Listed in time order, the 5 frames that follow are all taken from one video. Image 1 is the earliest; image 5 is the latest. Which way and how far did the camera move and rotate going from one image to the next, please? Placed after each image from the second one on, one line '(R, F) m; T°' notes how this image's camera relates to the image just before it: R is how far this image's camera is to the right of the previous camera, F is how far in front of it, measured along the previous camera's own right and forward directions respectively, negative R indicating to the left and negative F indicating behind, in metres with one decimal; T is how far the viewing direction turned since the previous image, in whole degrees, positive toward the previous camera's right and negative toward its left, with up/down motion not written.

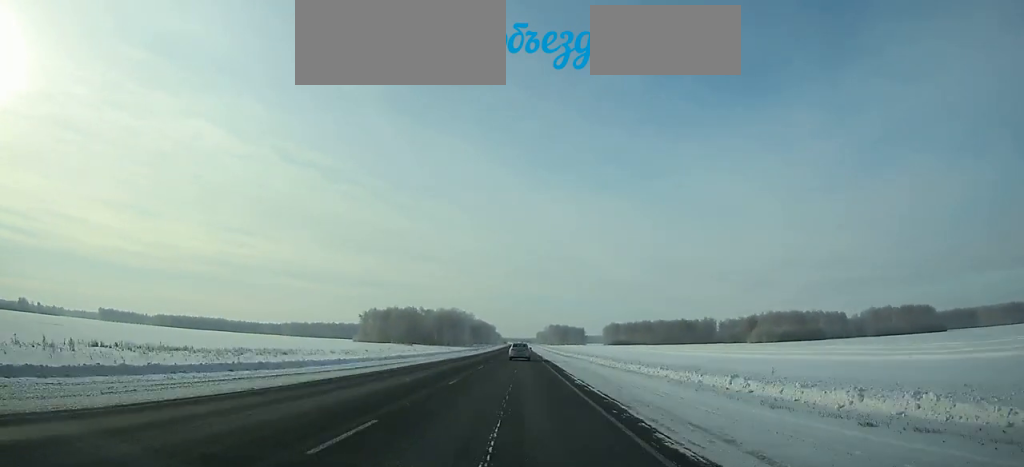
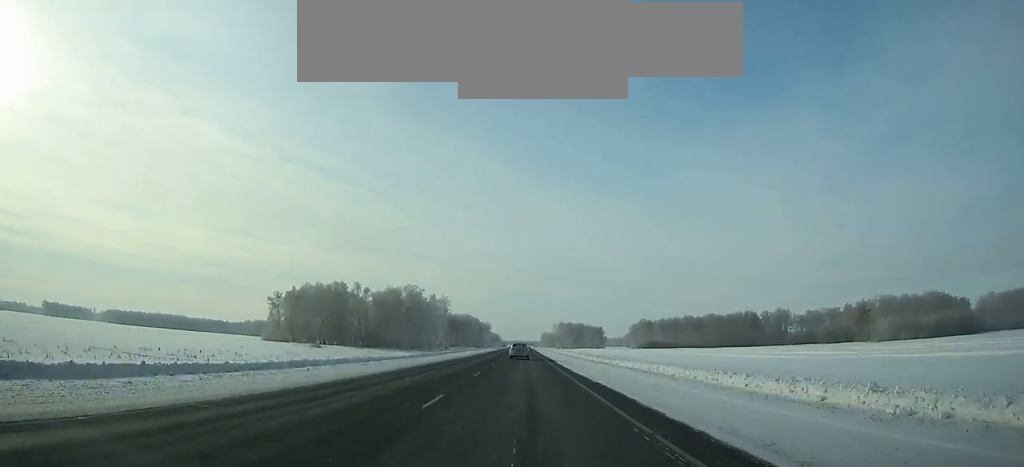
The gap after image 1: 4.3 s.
(-0.2, +127.8) m; 0°
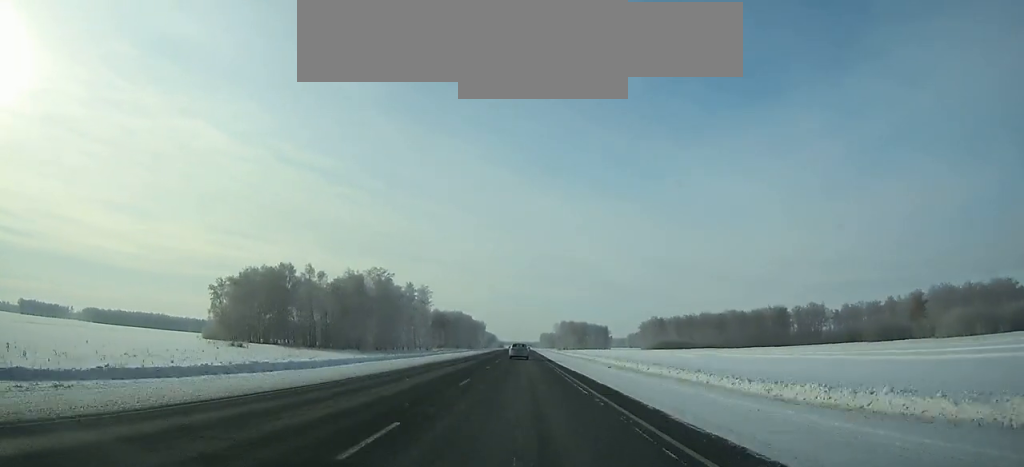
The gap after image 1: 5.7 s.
(+0.1, +43.1) m; 0°
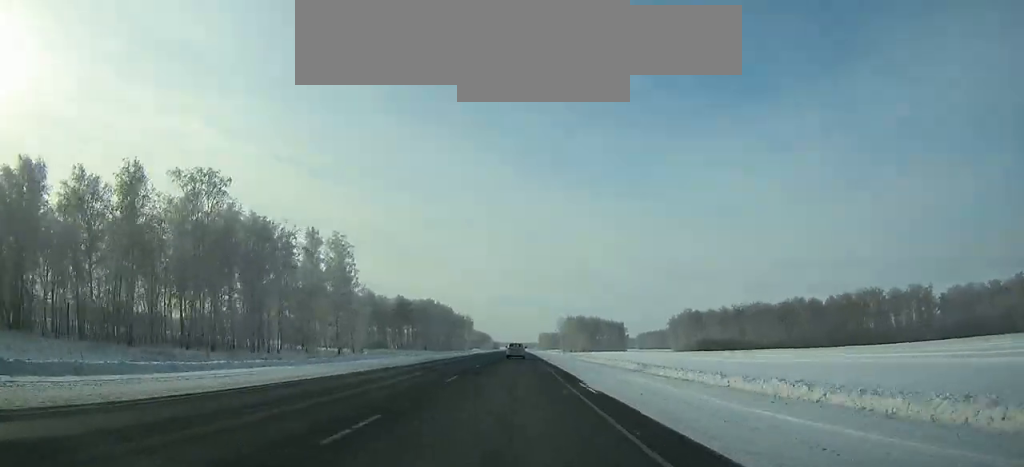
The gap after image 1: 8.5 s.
(-0.3, +87.6) m; -2°
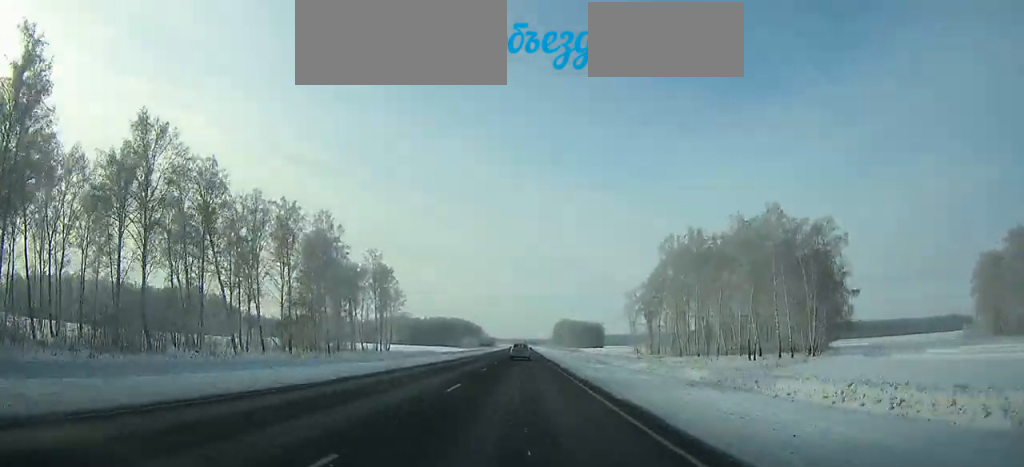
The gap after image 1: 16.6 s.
(+12.1, +239.2) m; +10°
